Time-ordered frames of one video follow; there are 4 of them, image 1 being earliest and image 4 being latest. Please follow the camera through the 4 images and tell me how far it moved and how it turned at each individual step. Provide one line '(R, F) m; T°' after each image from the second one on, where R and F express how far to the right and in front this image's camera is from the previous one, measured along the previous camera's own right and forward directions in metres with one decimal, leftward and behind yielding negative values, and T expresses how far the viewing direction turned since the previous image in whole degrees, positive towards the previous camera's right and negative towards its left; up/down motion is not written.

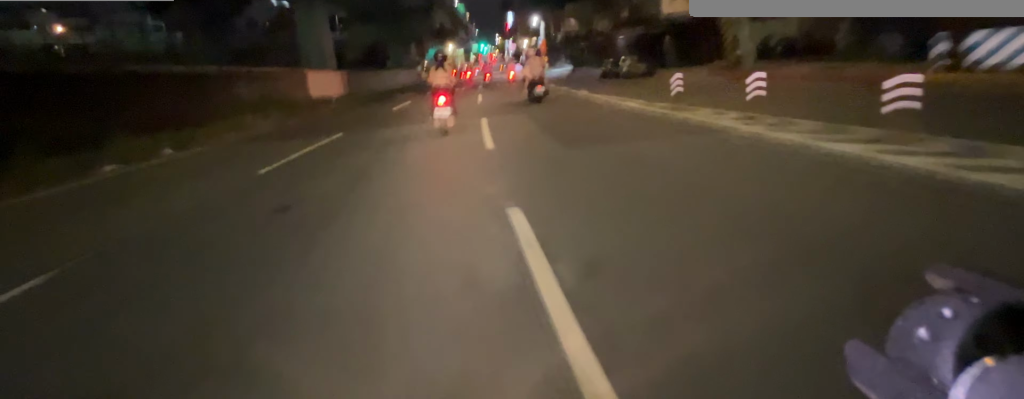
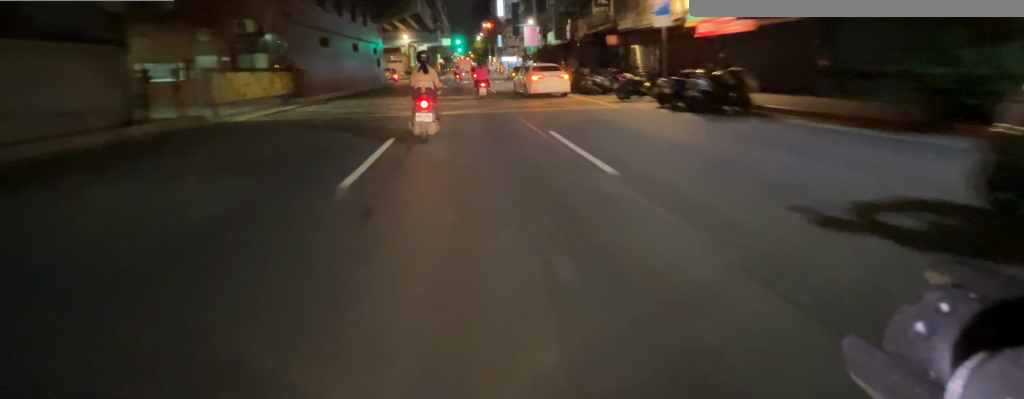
(+1.5, +47.1) m; +2°
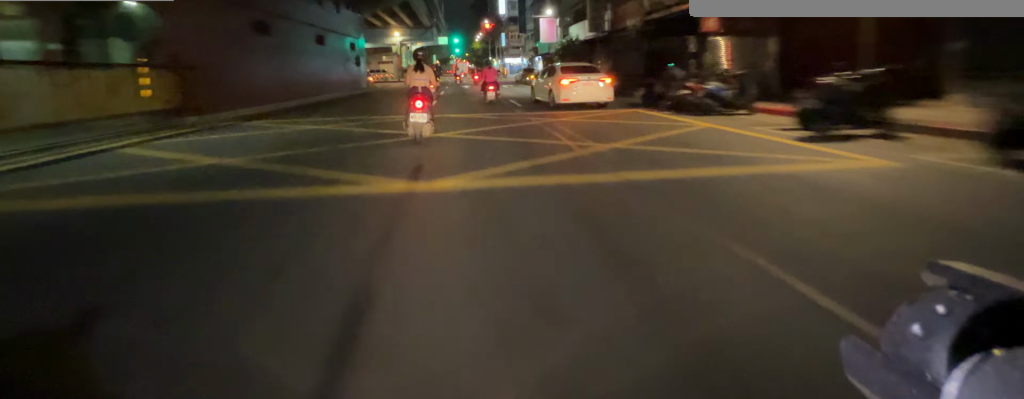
(0.0, +8.1) m; +1°
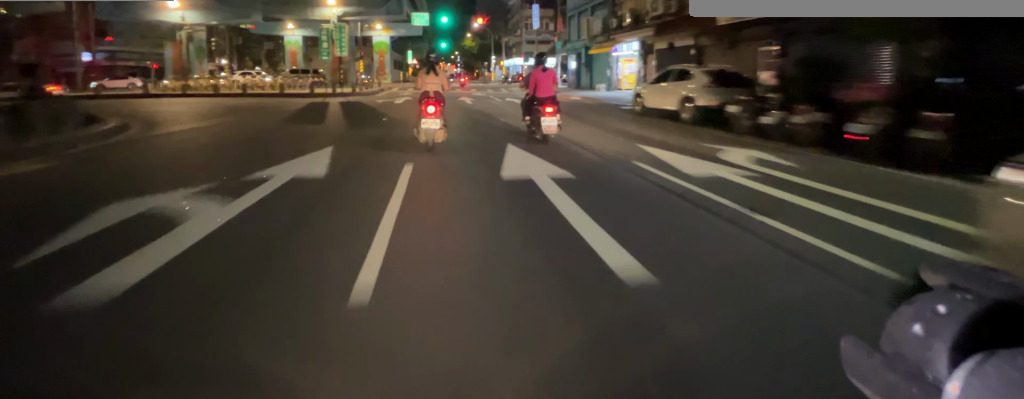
(+1.1, +31.0) m; +4°
